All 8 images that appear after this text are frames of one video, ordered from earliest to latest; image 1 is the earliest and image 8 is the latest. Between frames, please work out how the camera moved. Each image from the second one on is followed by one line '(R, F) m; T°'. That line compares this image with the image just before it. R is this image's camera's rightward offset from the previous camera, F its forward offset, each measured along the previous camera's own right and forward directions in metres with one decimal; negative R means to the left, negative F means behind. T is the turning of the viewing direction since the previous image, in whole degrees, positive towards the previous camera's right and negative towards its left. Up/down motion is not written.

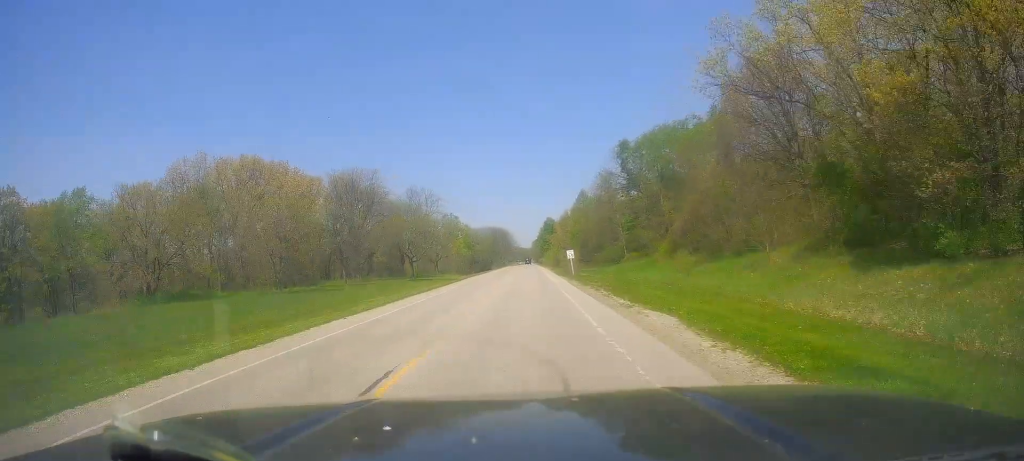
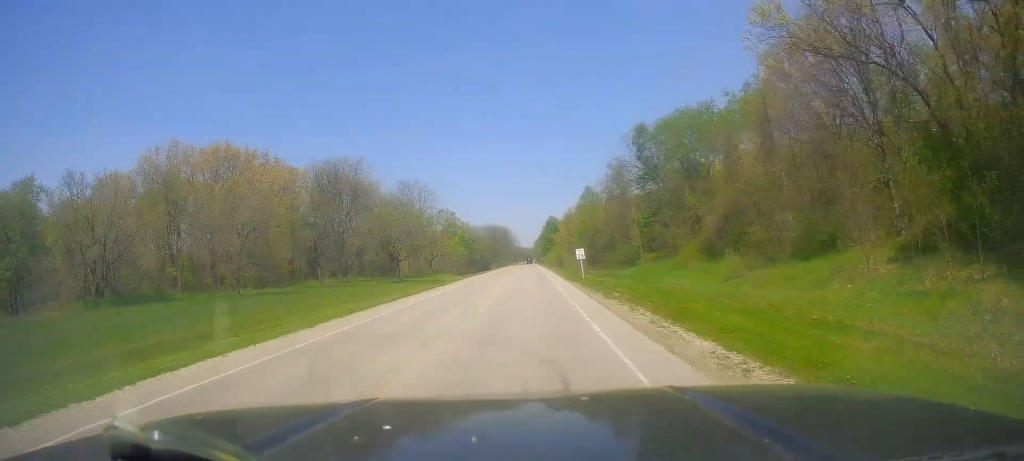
(0.0, +9.8) m; -2°
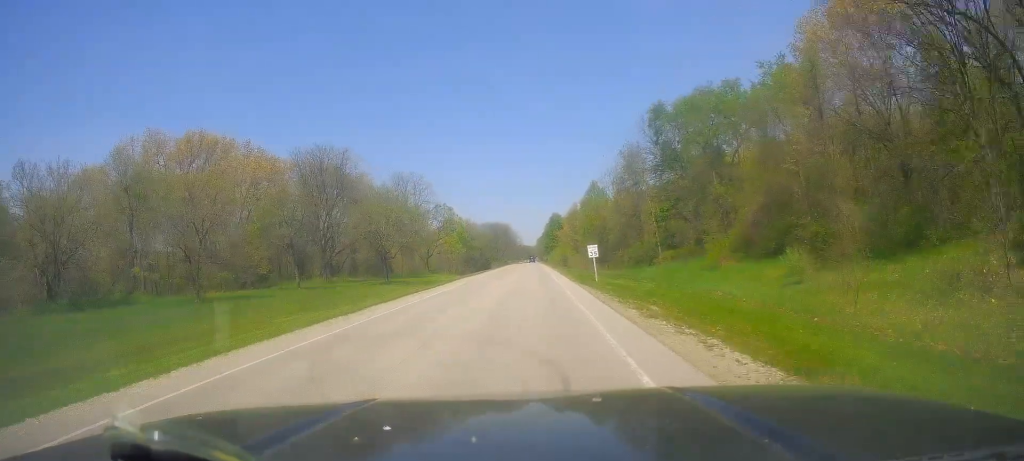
(+0.1, +7.7) m; -2°
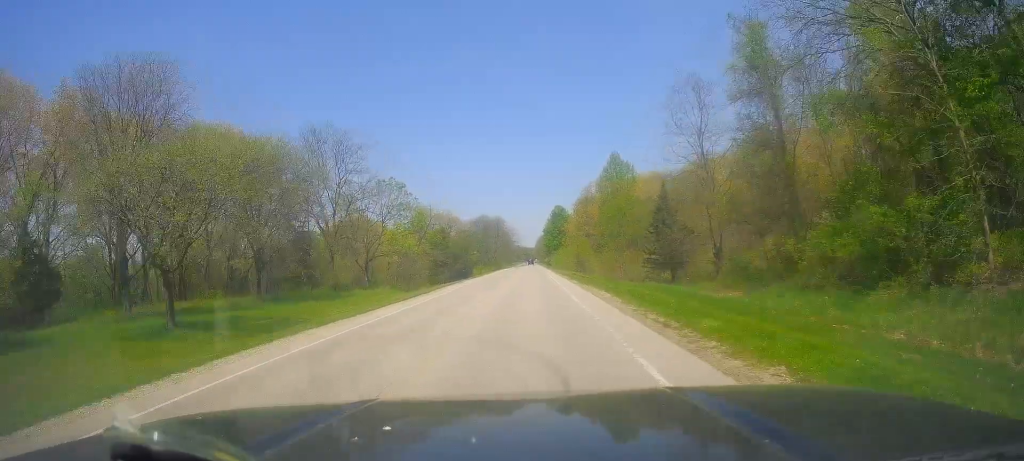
(+0.8, +42.2) m; +2°
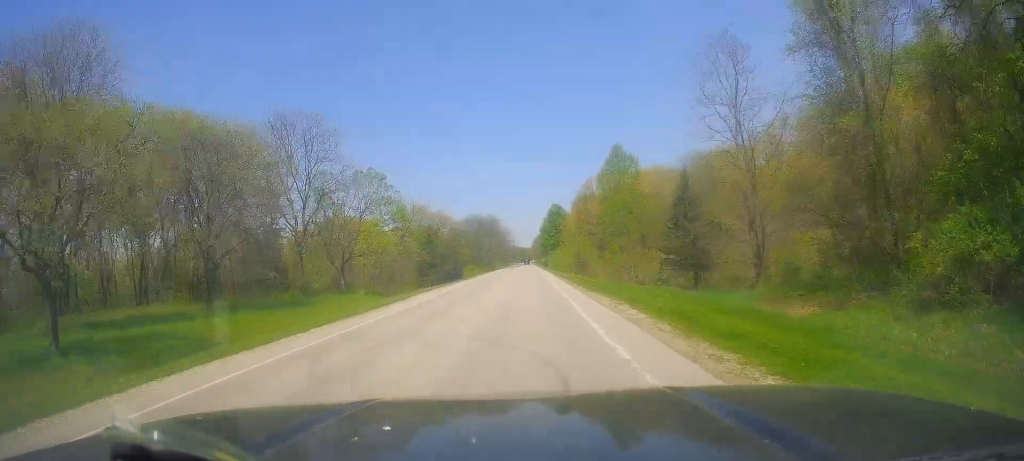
(-0.1, +7.9) m; -1°
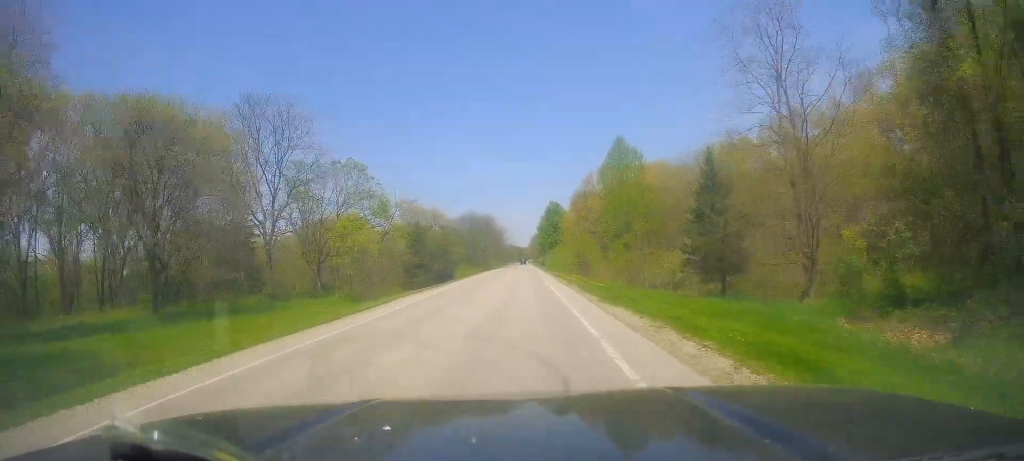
(-0.1, +6.4) m; 0°
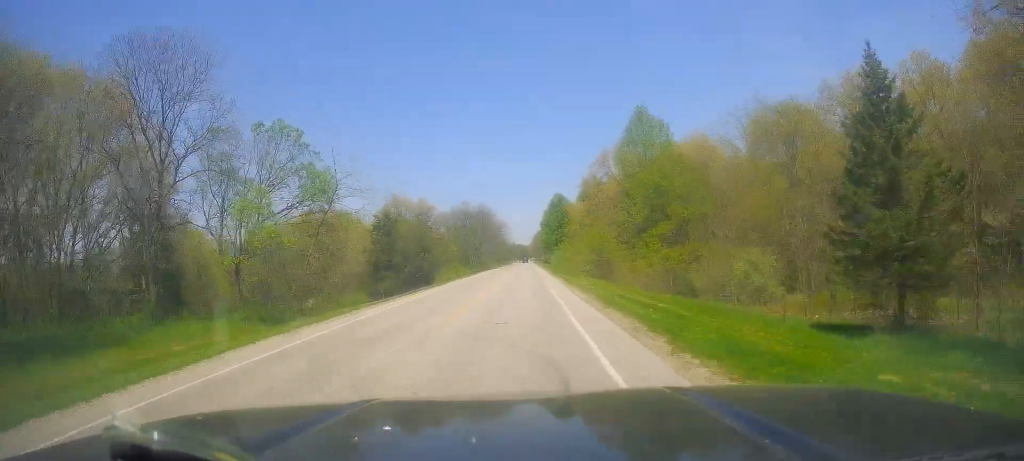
(+0.1, +17.7) m; 0°
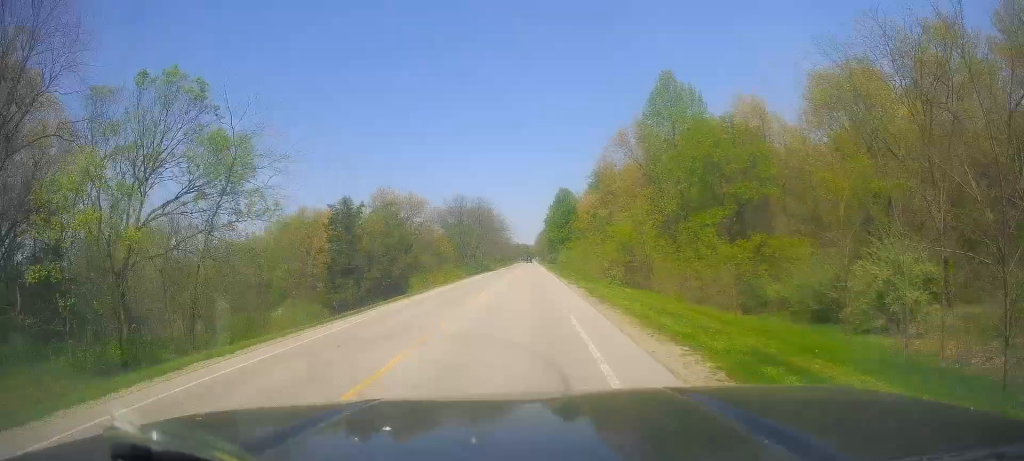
(0.0, +14.5) m; +1°
